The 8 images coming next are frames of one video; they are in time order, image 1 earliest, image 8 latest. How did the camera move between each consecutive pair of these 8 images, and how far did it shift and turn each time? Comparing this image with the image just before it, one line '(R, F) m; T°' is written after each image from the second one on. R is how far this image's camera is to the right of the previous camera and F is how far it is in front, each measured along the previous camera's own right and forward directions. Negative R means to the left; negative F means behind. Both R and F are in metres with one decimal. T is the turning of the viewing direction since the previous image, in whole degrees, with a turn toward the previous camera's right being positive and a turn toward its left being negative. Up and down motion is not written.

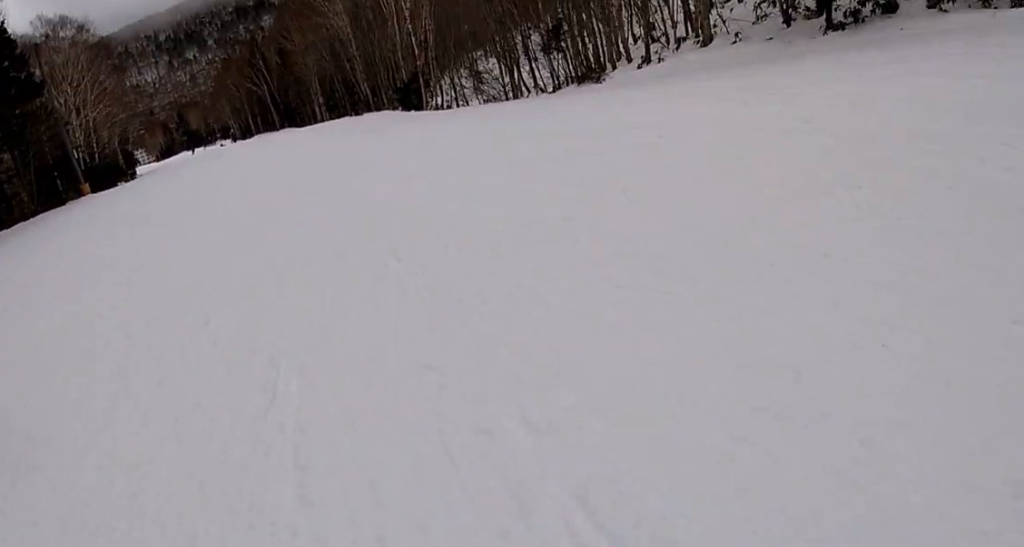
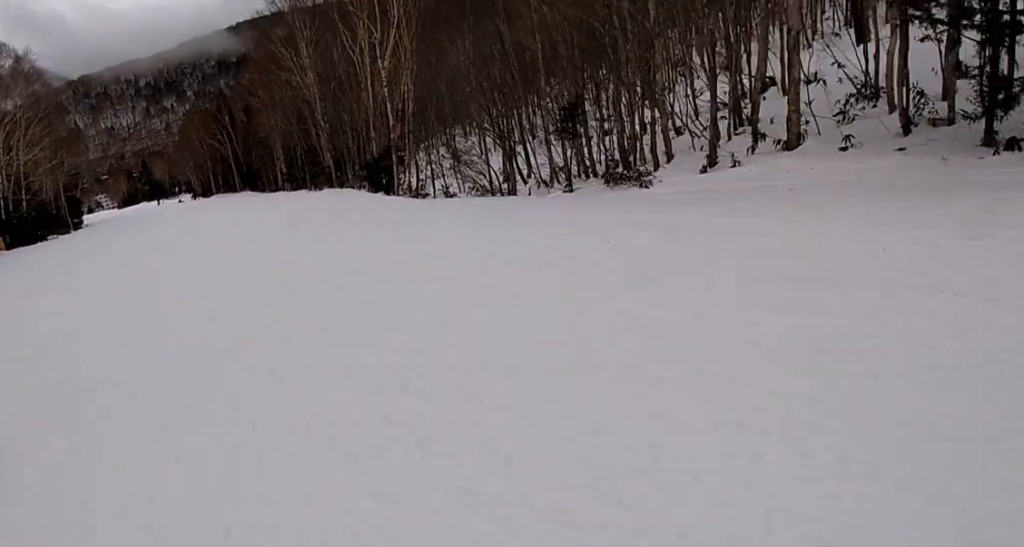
(+0.3, +7.5) m; +7°
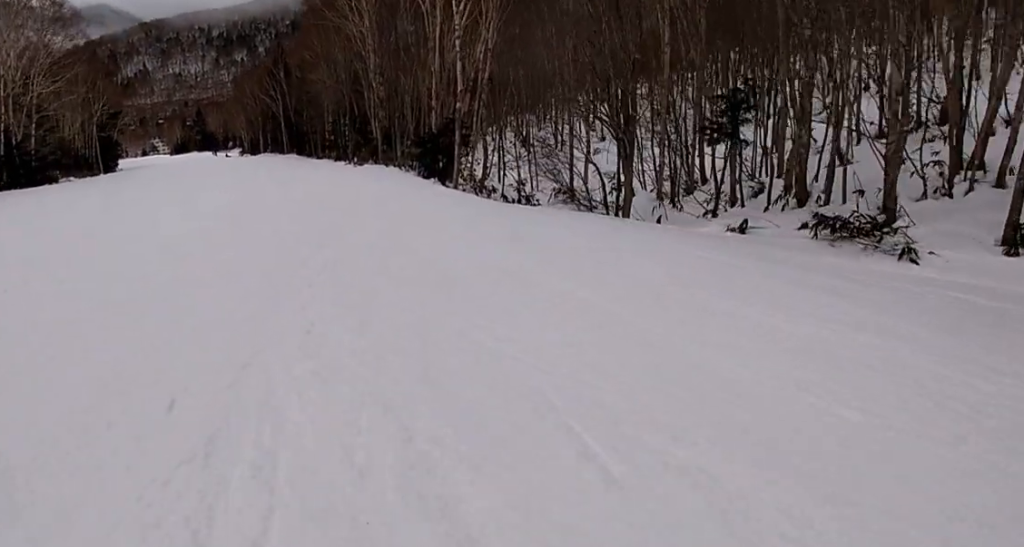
(+0.7, +7.6) m; -7°
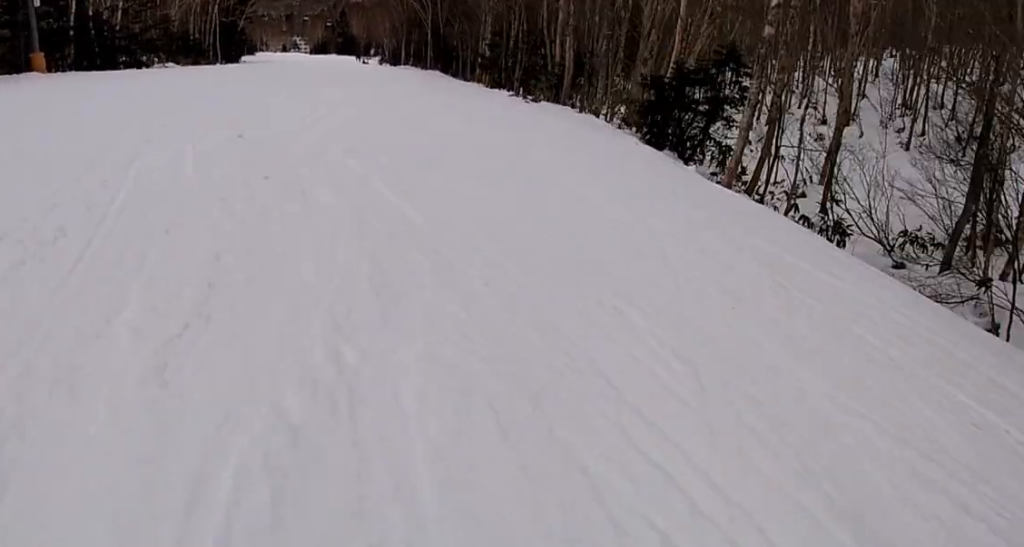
(-1.5, +9.8) m; -17°
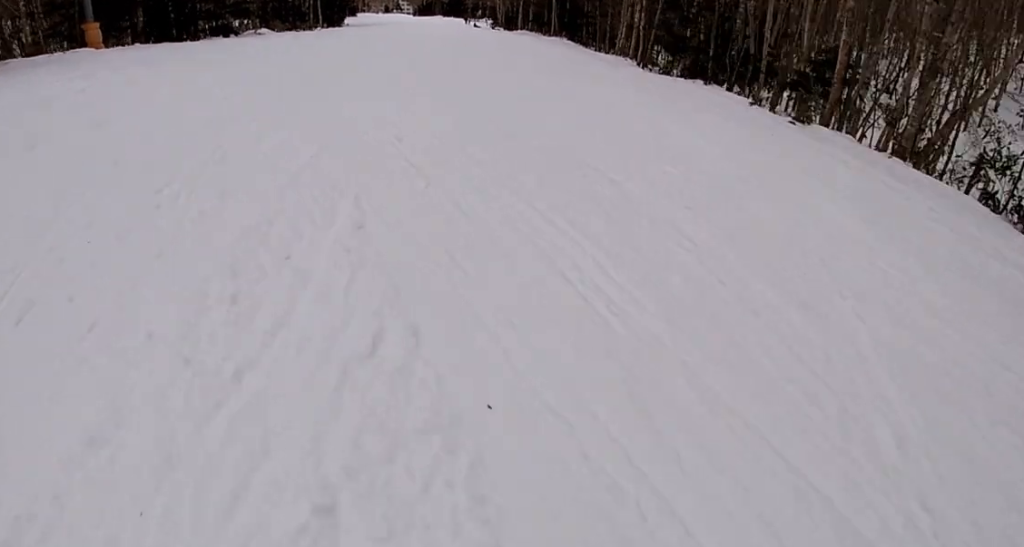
(-1.0, +7.4) m; -10°
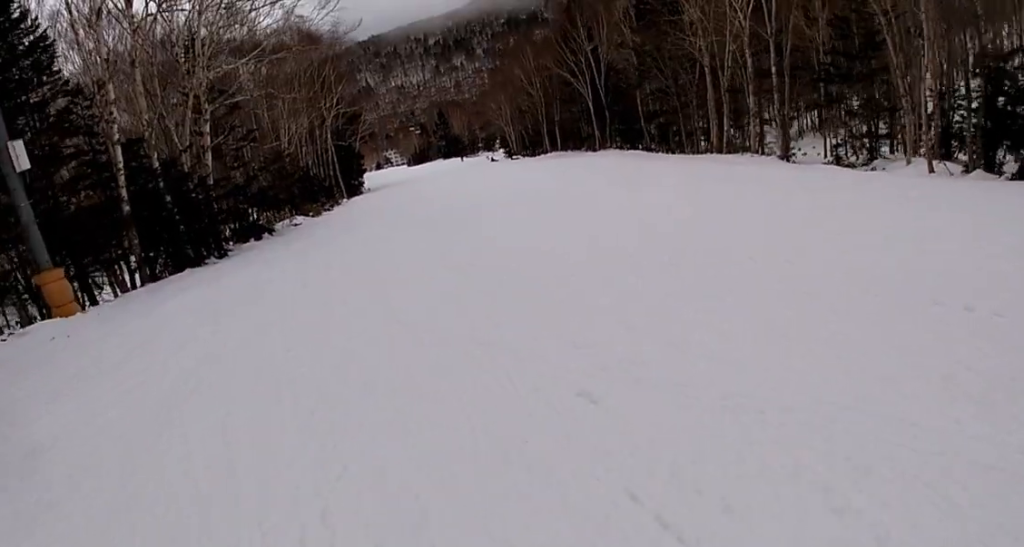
(-1.0, +12.7) m; -2°
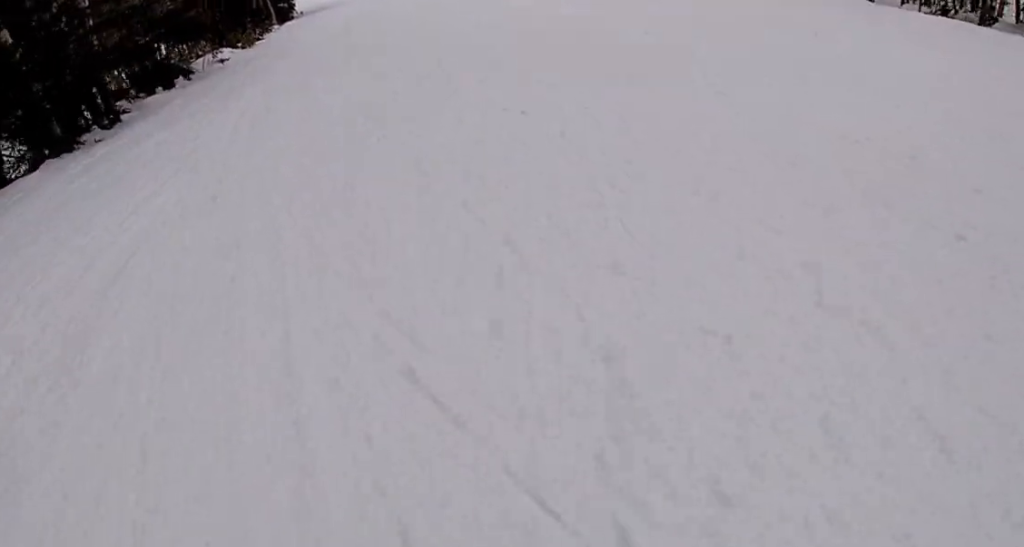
(+0.2, +7.9) m; +9°
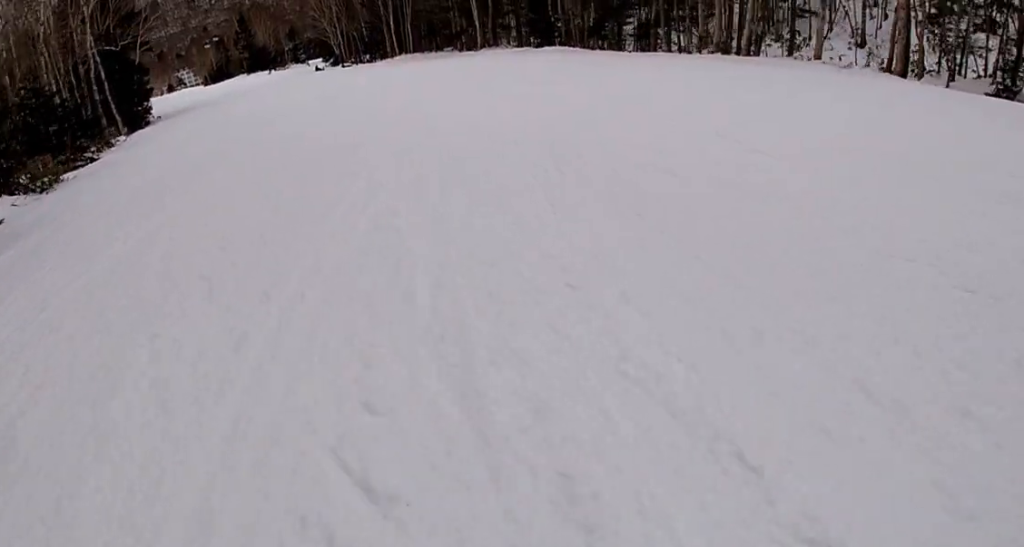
(+1.2, +9.2) m; +17°
